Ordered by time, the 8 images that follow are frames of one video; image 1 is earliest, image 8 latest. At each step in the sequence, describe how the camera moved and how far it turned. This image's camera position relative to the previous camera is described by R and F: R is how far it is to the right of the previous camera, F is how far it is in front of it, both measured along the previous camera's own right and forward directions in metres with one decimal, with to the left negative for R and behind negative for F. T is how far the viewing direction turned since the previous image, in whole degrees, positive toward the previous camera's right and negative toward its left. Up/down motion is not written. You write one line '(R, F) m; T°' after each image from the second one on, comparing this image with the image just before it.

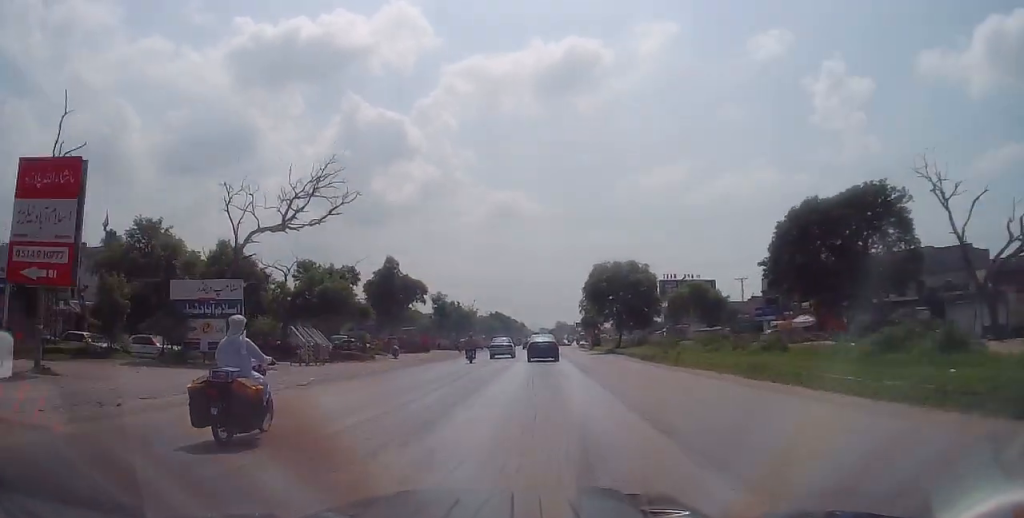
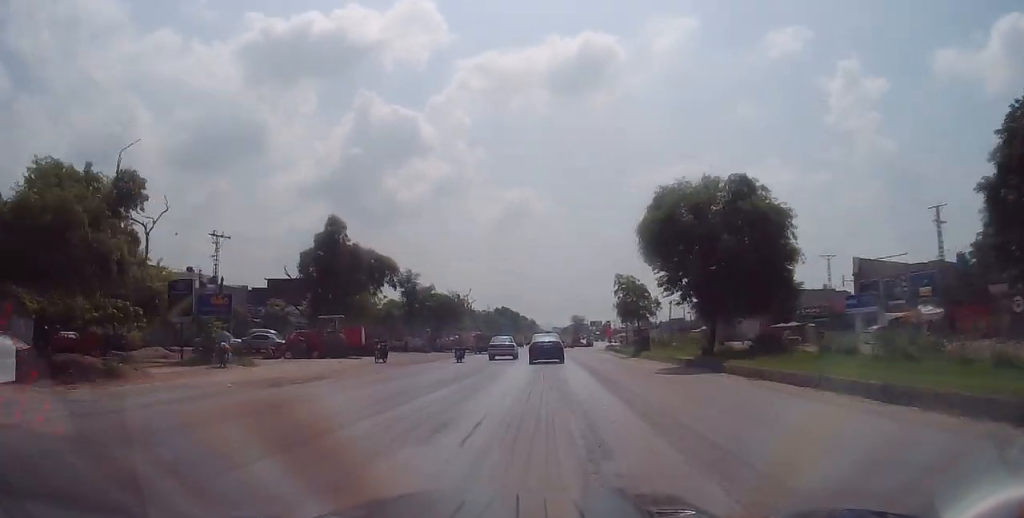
(+0.4, +25.3) m; +1°
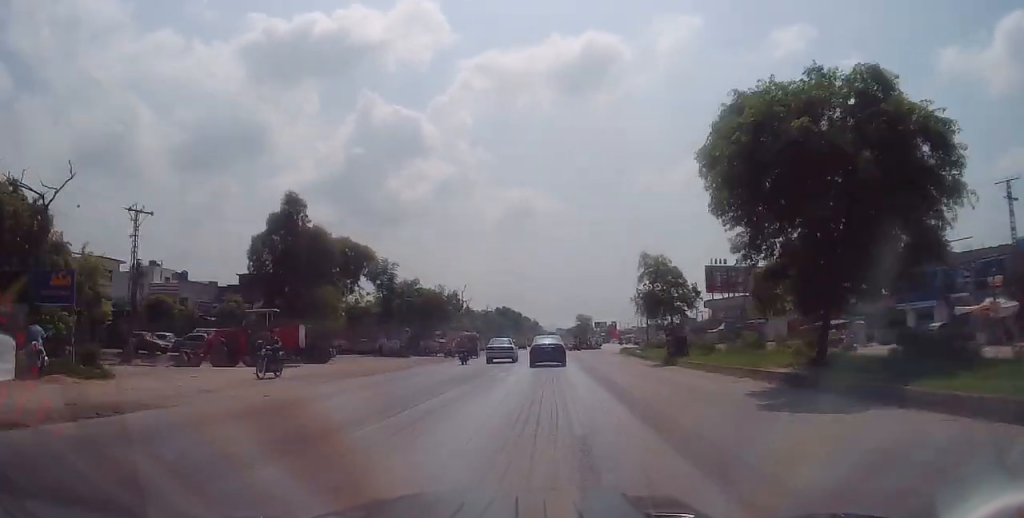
(+0.1, +10.0) m; -2°
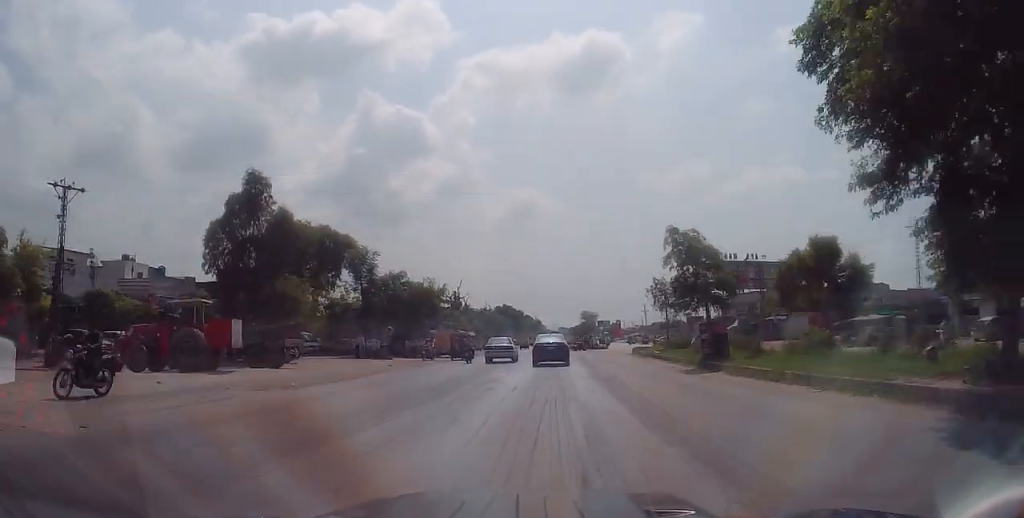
(-0.3, +6.4) m; -1°
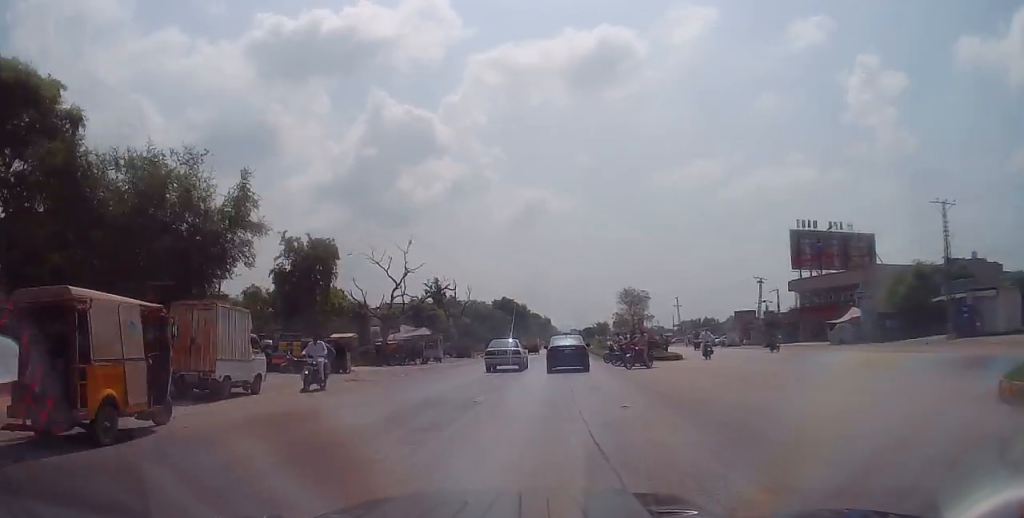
(+0.1, +37.4) m; +1°
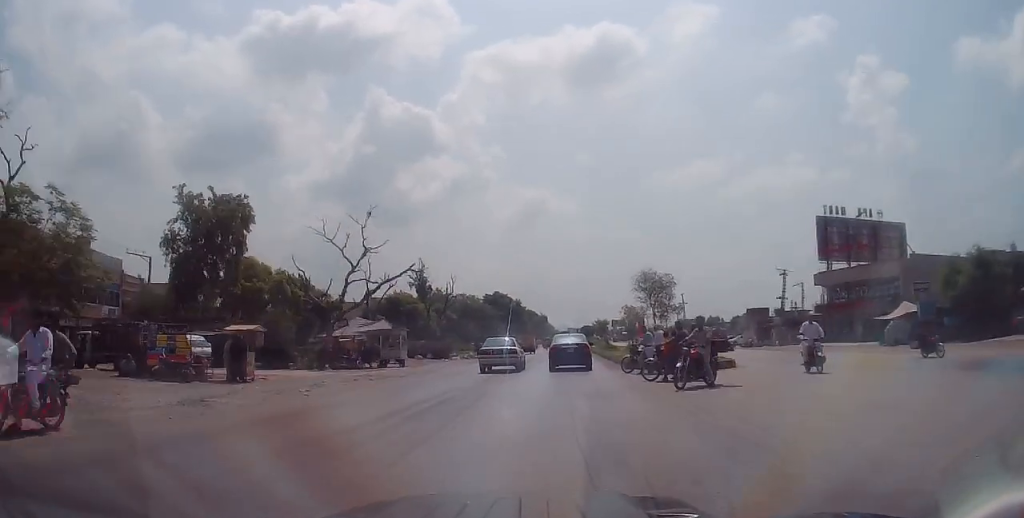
(-0.2, +10.8) m; -1°
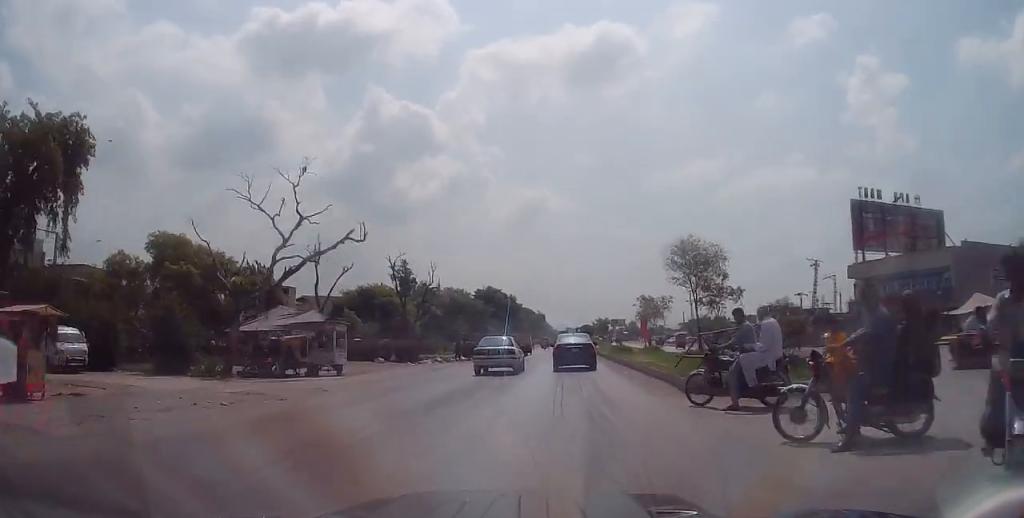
(0.0, +10.8) m; 0°
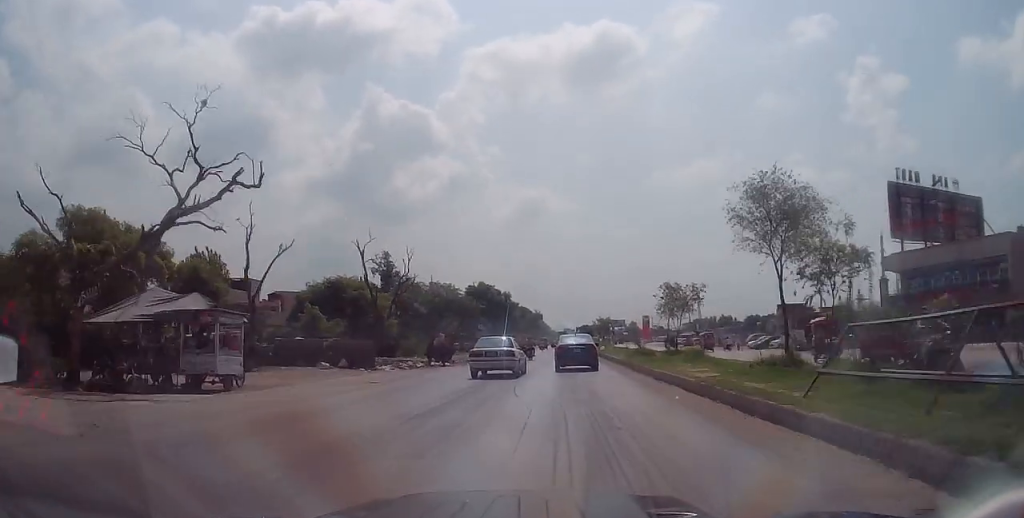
(0.0, +9.4) m; +1°
